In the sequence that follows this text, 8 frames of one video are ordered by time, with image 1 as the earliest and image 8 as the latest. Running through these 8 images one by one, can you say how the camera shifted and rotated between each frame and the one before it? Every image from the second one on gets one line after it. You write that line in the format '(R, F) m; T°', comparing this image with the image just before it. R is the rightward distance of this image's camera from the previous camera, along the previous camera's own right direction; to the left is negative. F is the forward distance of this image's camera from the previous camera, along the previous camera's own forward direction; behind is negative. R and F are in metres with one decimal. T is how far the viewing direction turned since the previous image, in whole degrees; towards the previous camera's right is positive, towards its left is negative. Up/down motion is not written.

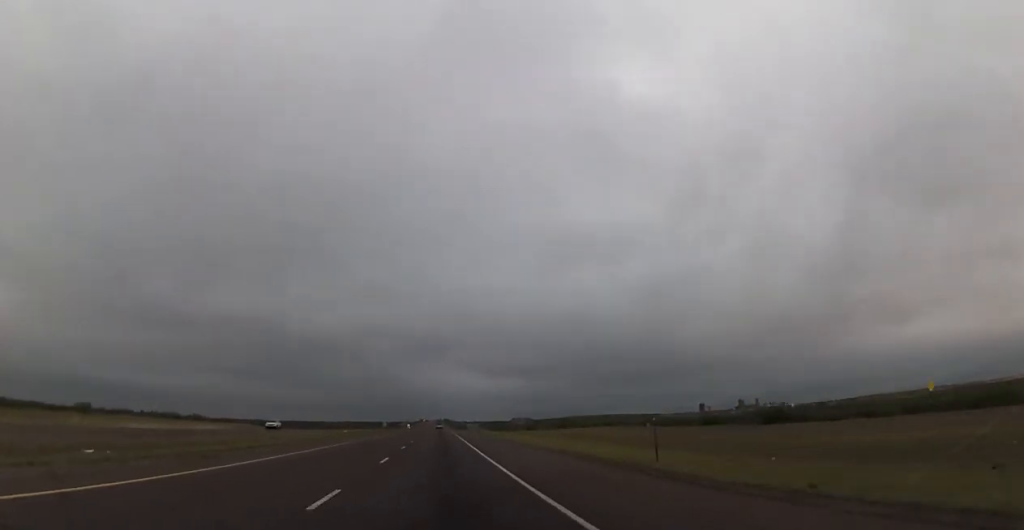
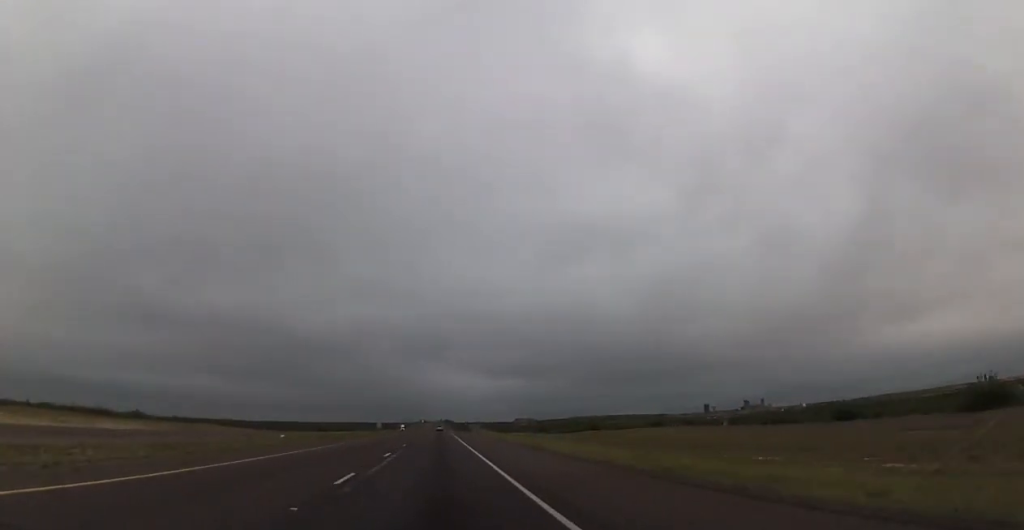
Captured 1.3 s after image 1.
(0.0, +44.8) m; 0°
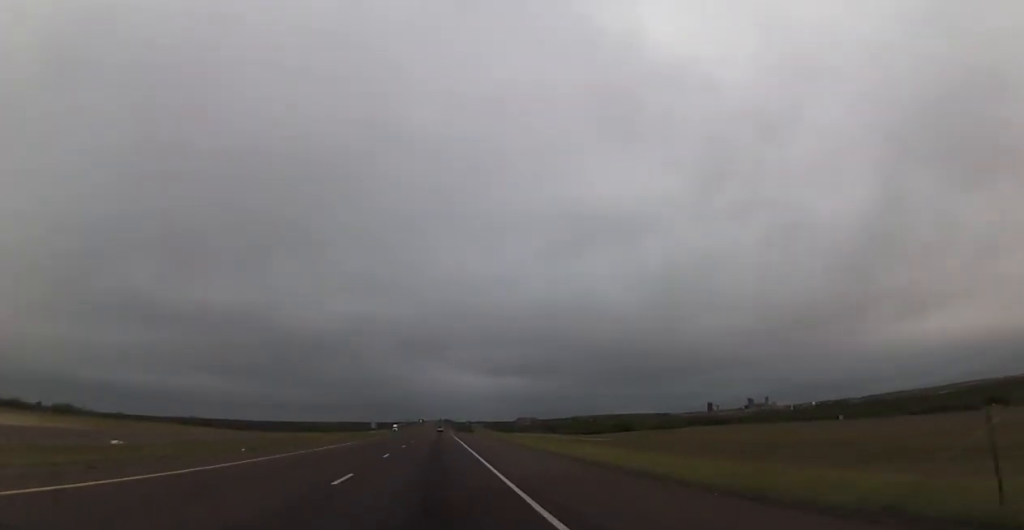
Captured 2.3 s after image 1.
(+0.1, +36.6) m; 0°
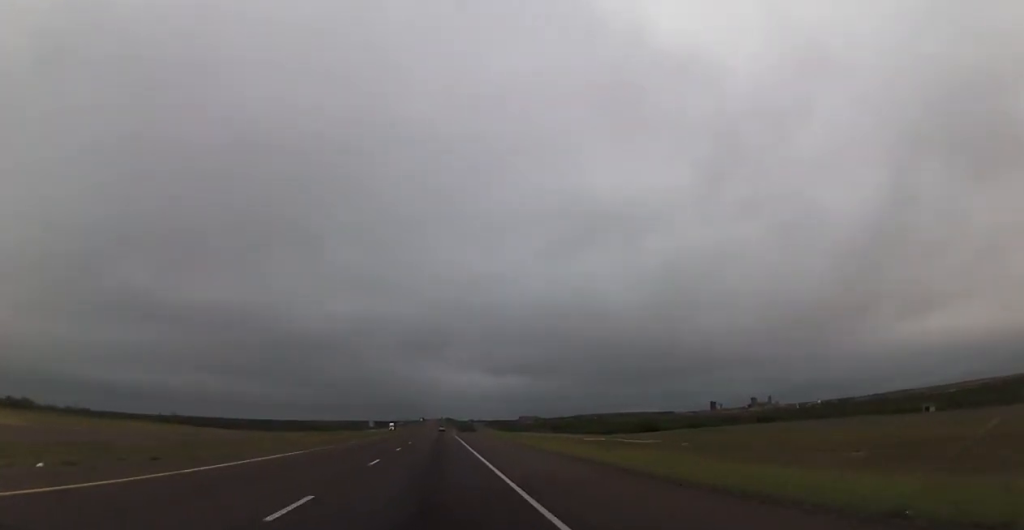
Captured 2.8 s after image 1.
(+0.1, +17.7) m; 0°
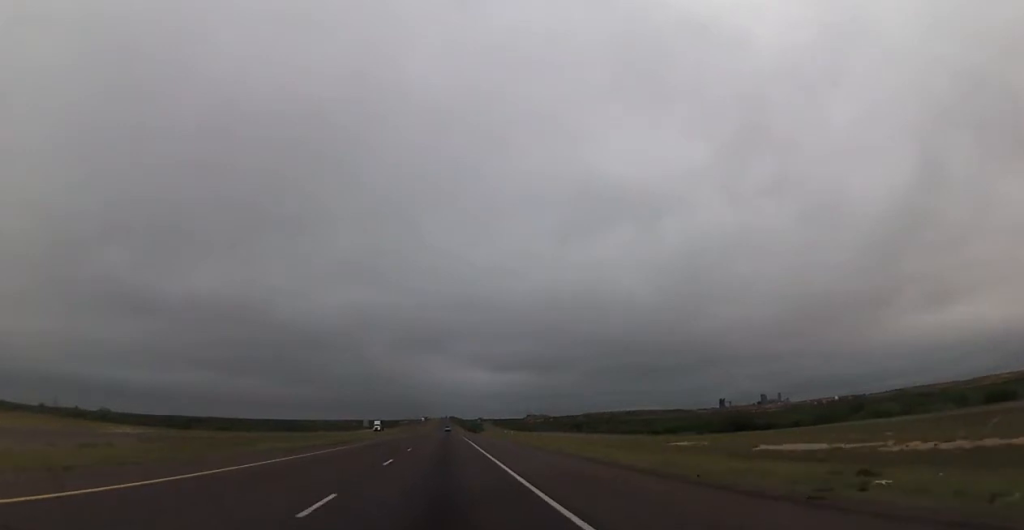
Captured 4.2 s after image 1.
(-0.2, +48.4) m; -1°
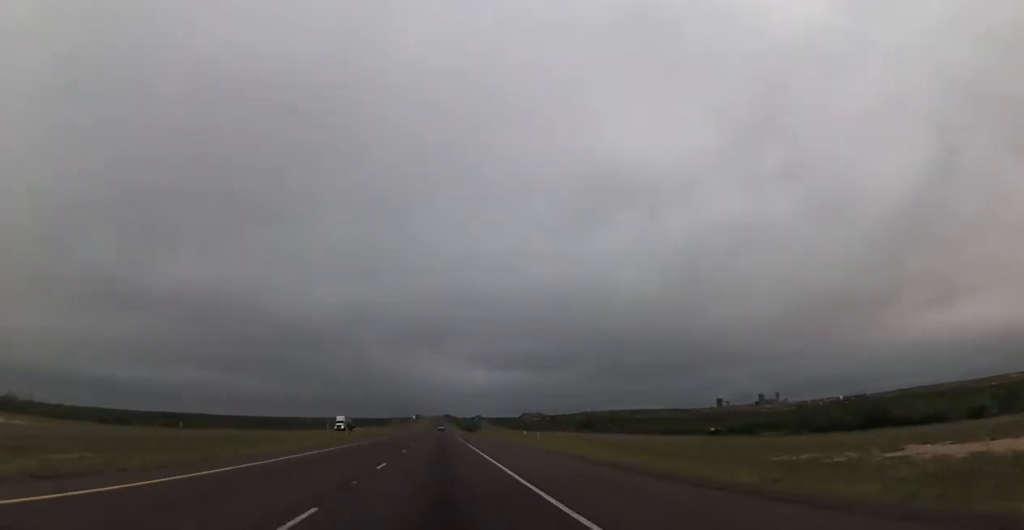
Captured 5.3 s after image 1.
(-0.1, +39.0) m; 0°
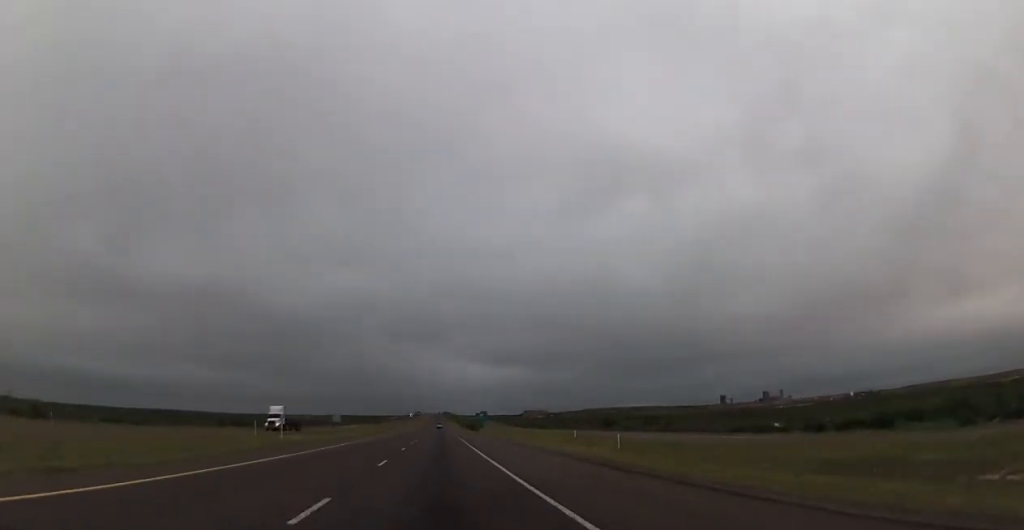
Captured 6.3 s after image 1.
(+0.4, +35.4) m; 0°
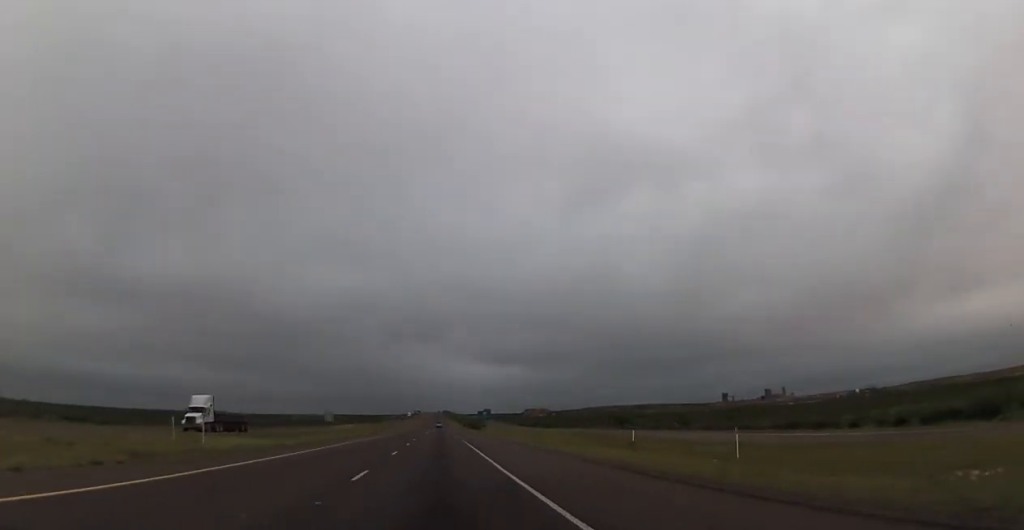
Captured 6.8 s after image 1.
(-0.1, +17.7) m; 0°
